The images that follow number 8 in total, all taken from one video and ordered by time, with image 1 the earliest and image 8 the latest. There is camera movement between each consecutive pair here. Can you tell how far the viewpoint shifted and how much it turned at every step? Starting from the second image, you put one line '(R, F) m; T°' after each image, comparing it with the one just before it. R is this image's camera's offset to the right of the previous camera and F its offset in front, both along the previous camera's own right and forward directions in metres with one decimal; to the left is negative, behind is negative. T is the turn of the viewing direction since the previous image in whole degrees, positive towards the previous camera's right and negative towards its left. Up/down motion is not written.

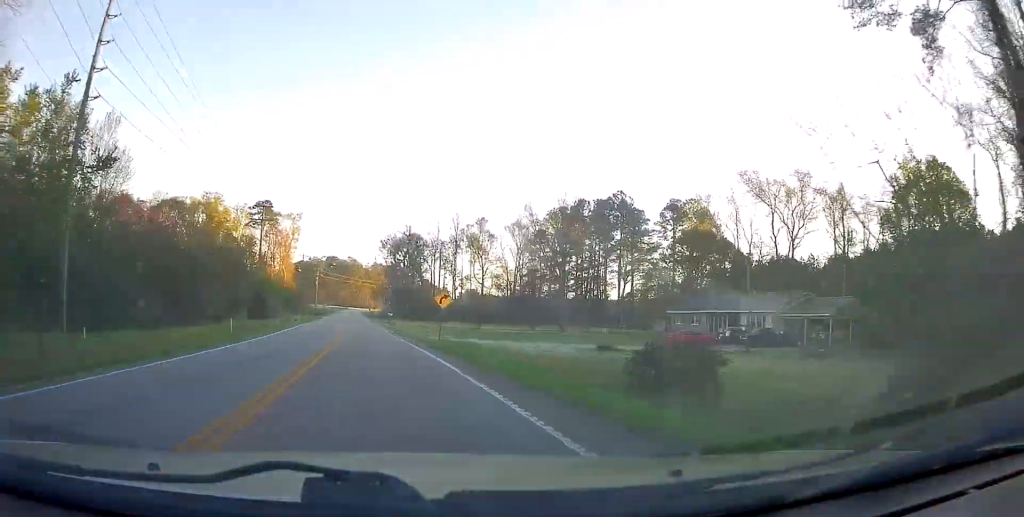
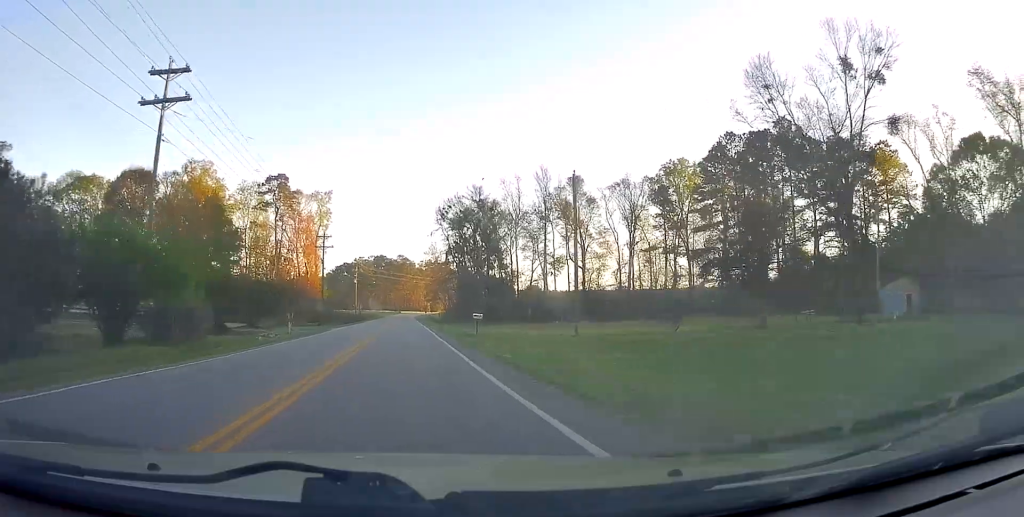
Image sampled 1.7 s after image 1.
(-3.7, +41.3) m; -8°
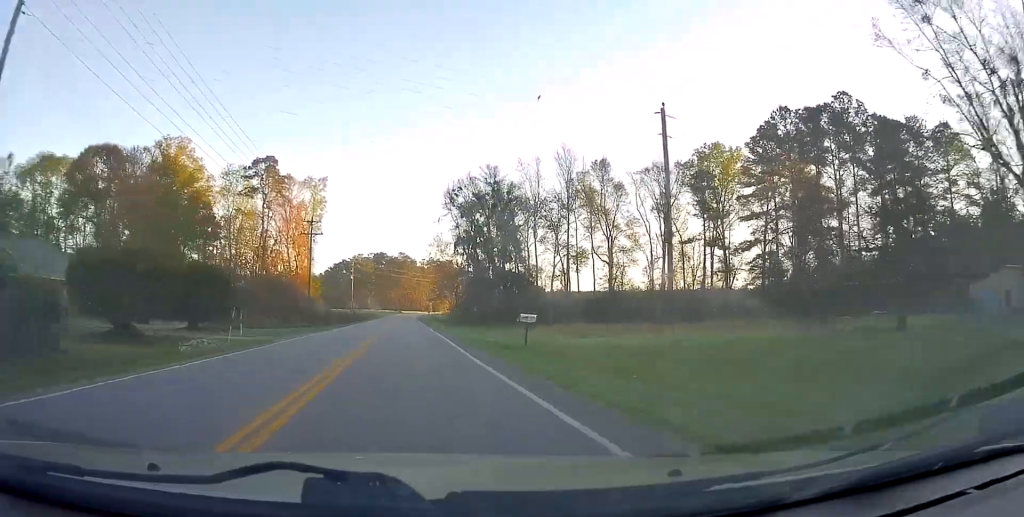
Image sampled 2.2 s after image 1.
(-0.1, +13.0) m; -2°
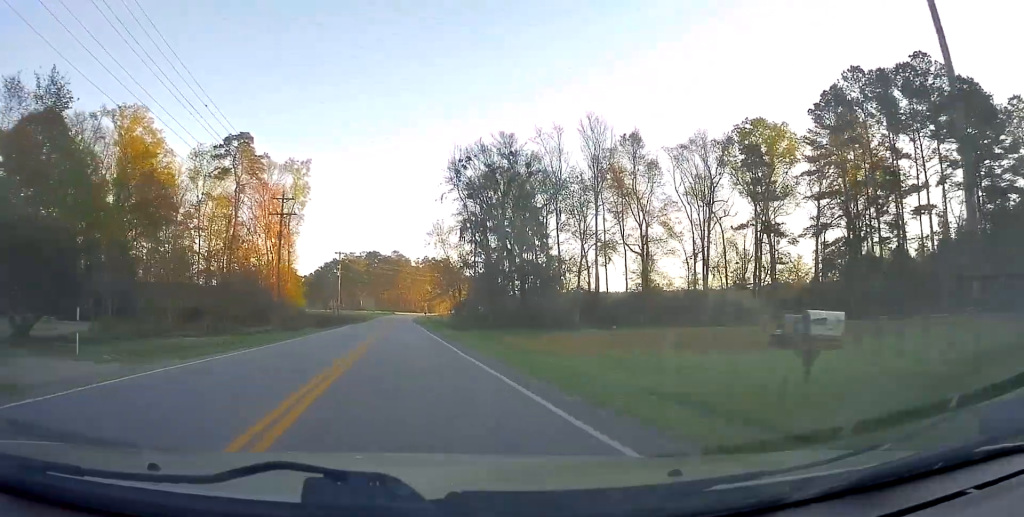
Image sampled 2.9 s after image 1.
(-0.4, +15.6) m; -2°
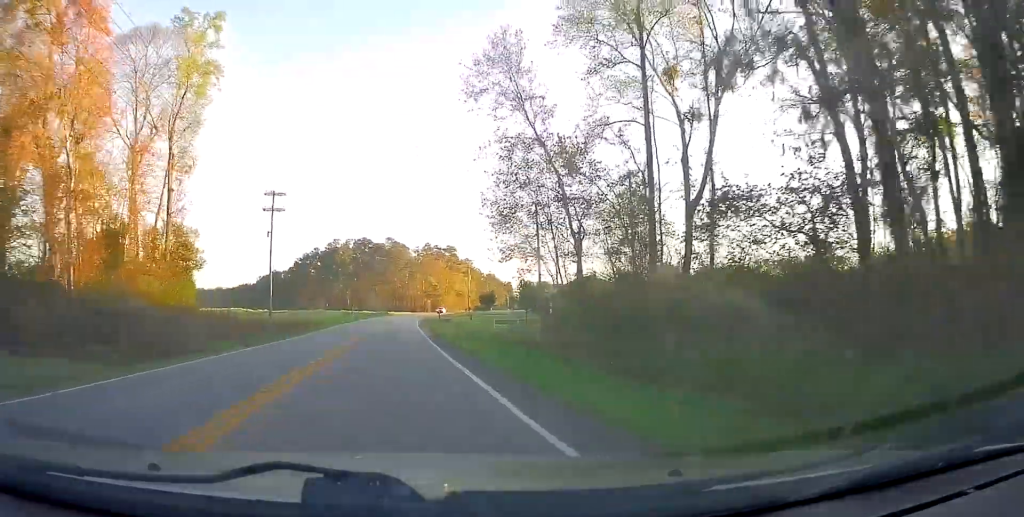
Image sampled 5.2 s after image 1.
(-2.3, +59.4) m; -3°
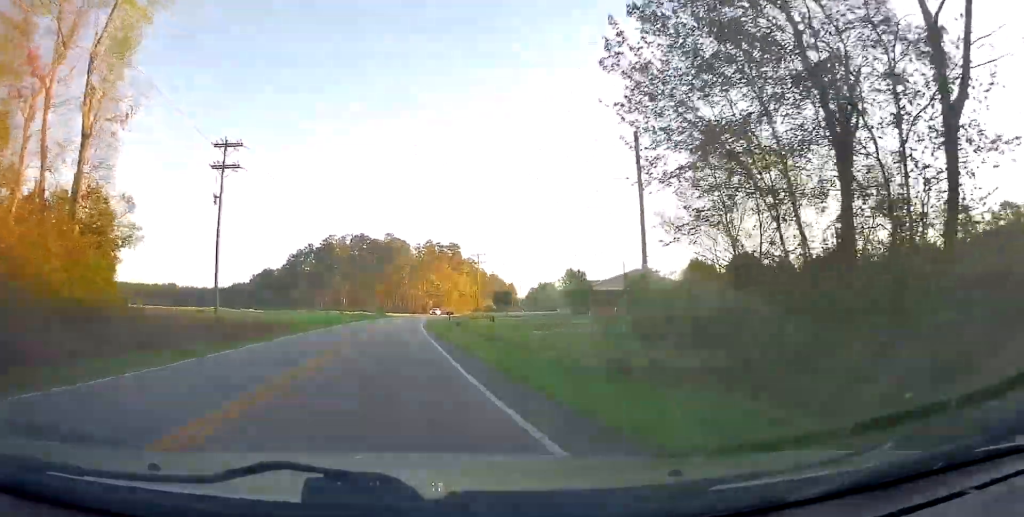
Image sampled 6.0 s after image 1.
(+0.1, +17.7) m; 0°
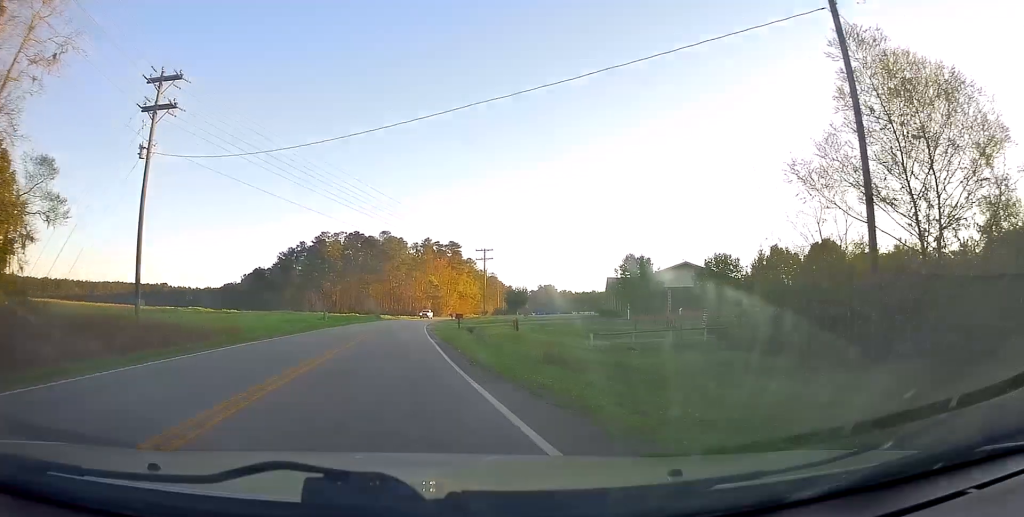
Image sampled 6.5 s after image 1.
(+0.2, +12.7) m; 0°
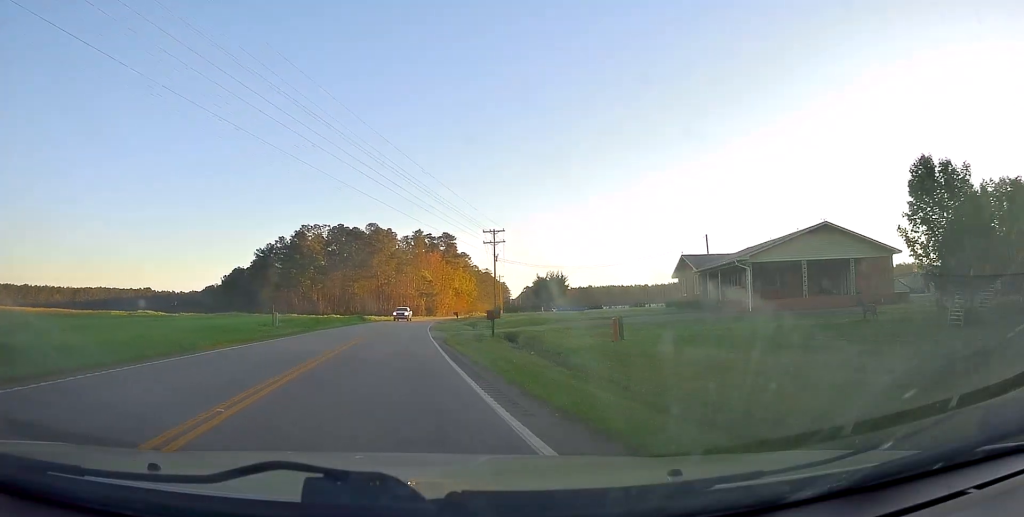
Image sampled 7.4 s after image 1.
(-0.4, +21.7) m; 0°
